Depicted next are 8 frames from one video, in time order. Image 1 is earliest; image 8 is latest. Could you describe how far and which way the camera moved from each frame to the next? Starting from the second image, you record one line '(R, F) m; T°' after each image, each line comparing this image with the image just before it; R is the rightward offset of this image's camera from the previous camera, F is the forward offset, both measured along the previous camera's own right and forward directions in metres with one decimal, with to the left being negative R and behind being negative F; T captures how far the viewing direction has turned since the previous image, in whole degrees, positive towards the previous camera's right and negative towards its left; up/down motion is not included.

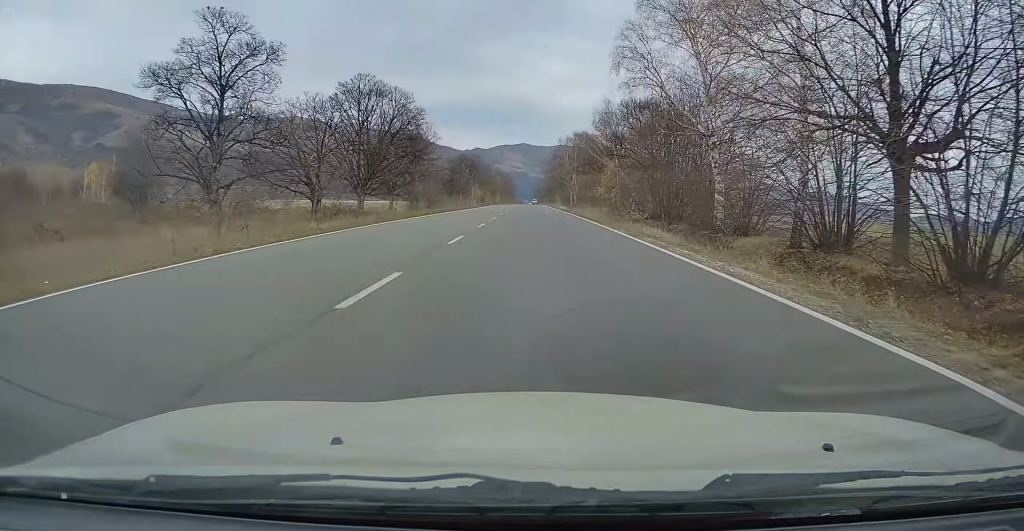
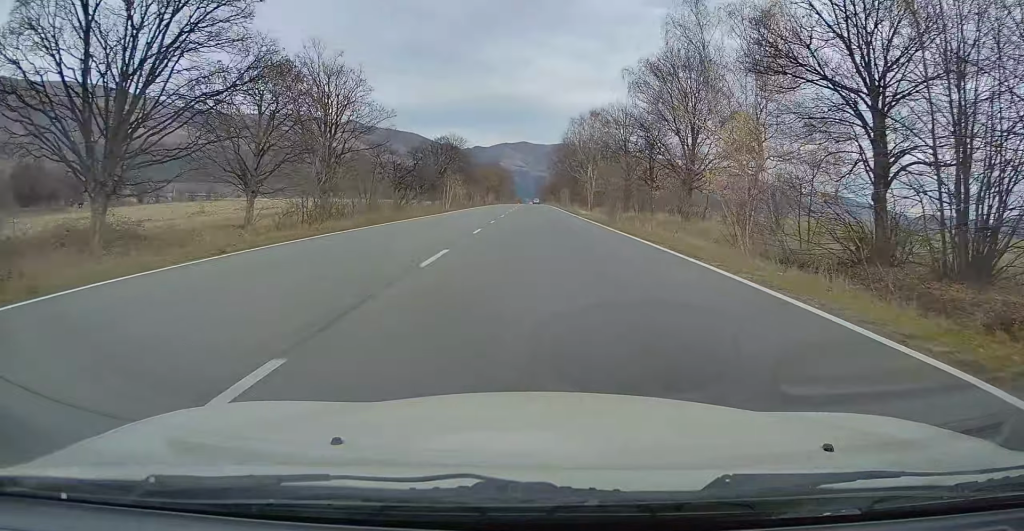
(+0.4, +32.9) m; +1°
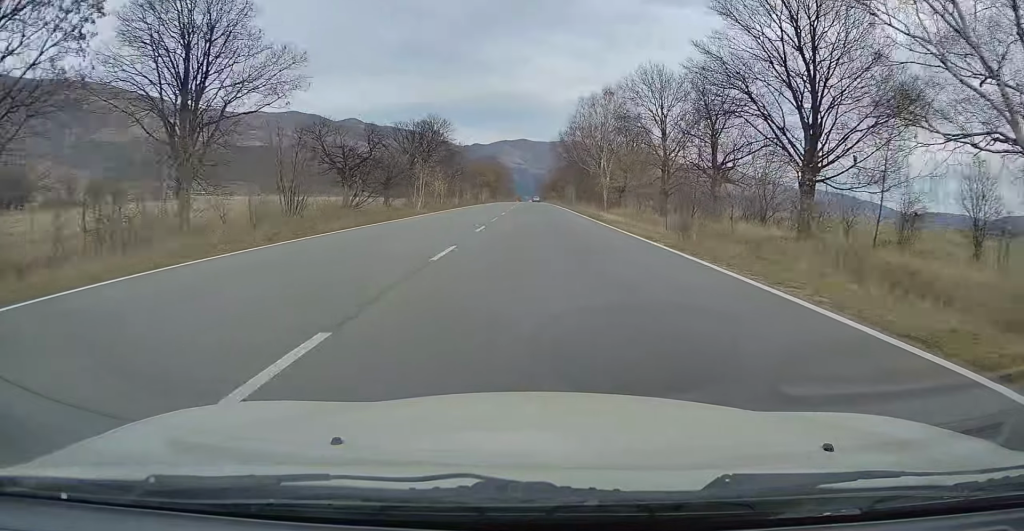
(-0.1, +18.2) m; 0°
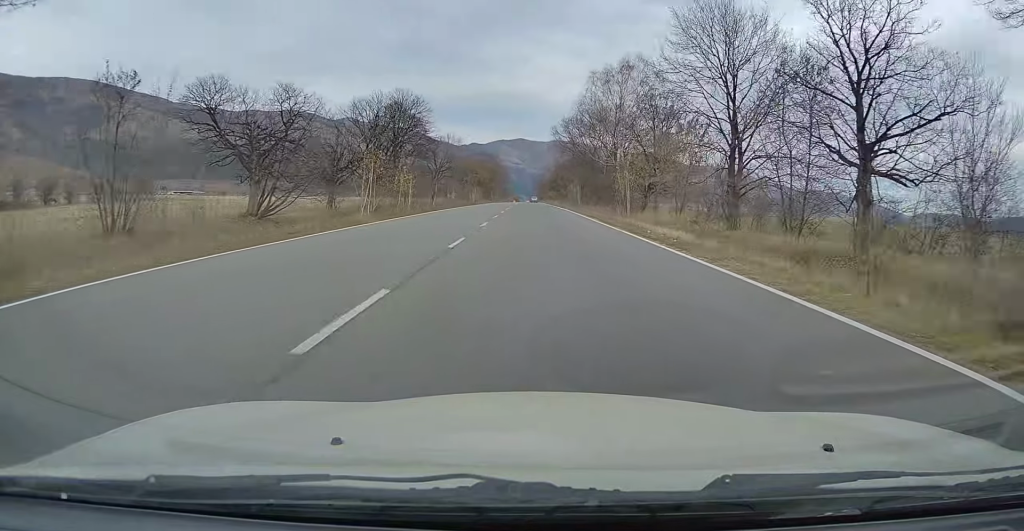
(-0.1, +16.5) m; 0°
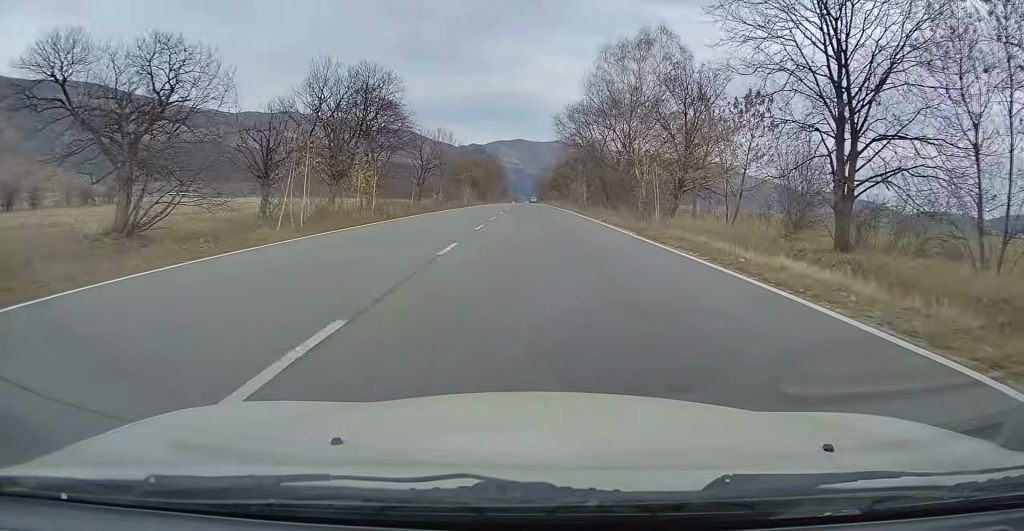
(0.0, +11.4) m; 0°
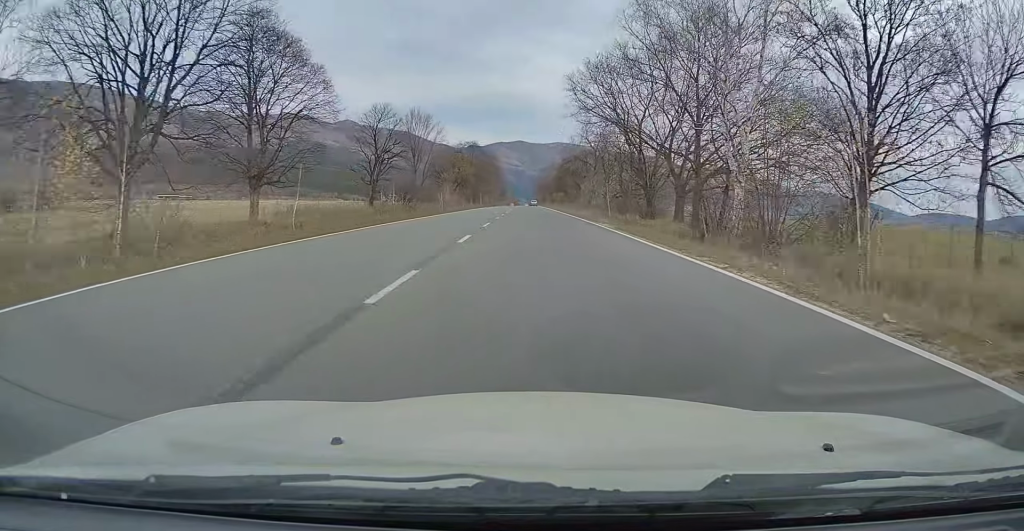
(0.0, +24.5) m; 0°
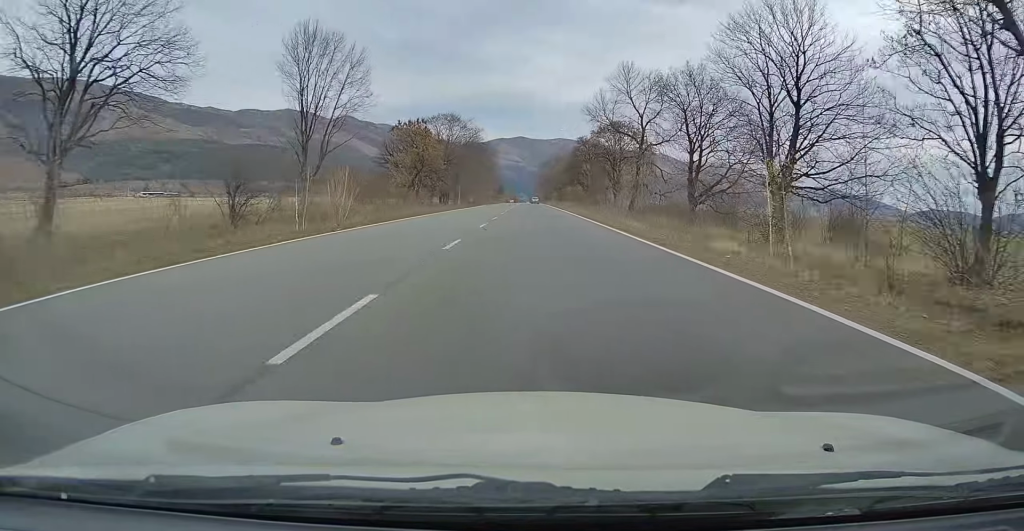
(+0.1, +40.4) m; 0°
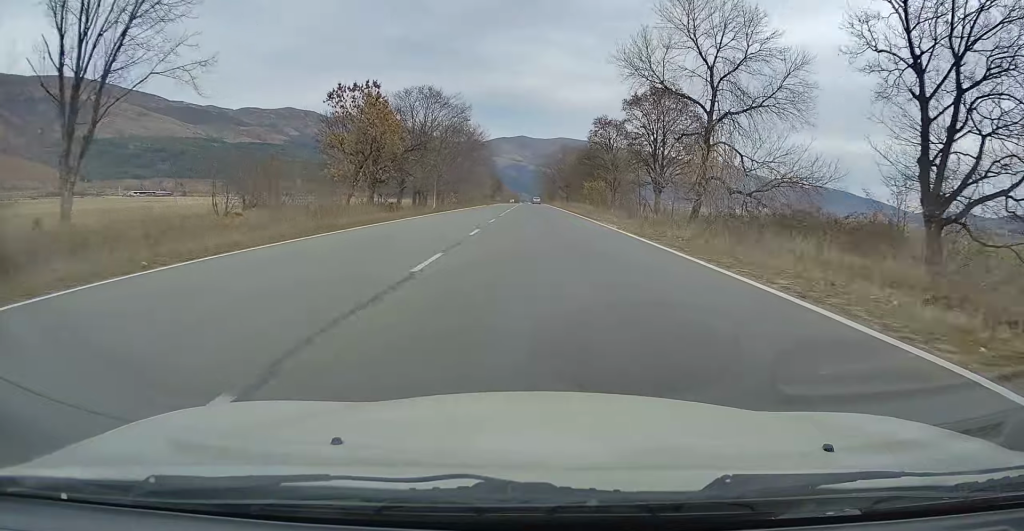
(+0.1, +23.0) m; 0°
